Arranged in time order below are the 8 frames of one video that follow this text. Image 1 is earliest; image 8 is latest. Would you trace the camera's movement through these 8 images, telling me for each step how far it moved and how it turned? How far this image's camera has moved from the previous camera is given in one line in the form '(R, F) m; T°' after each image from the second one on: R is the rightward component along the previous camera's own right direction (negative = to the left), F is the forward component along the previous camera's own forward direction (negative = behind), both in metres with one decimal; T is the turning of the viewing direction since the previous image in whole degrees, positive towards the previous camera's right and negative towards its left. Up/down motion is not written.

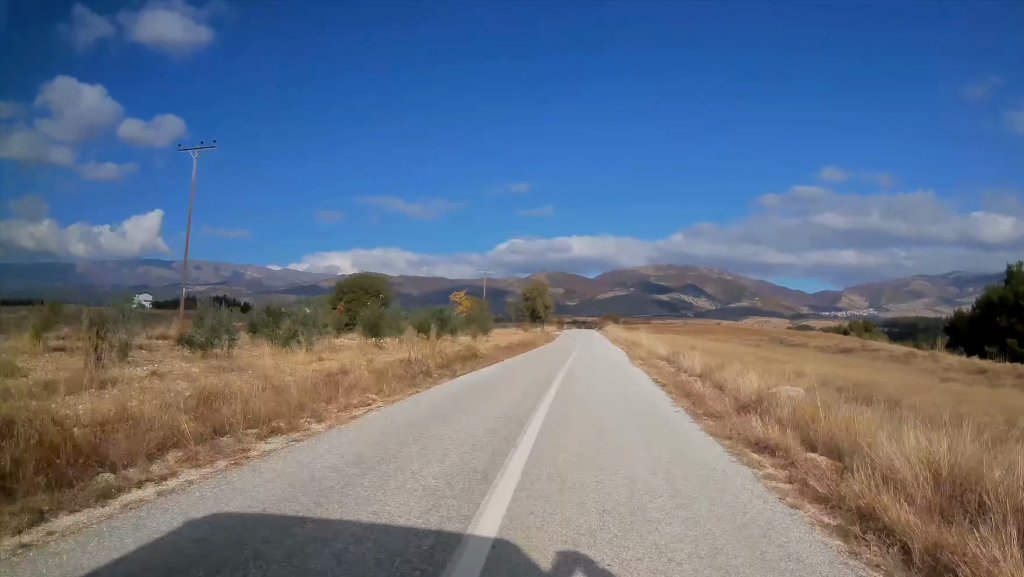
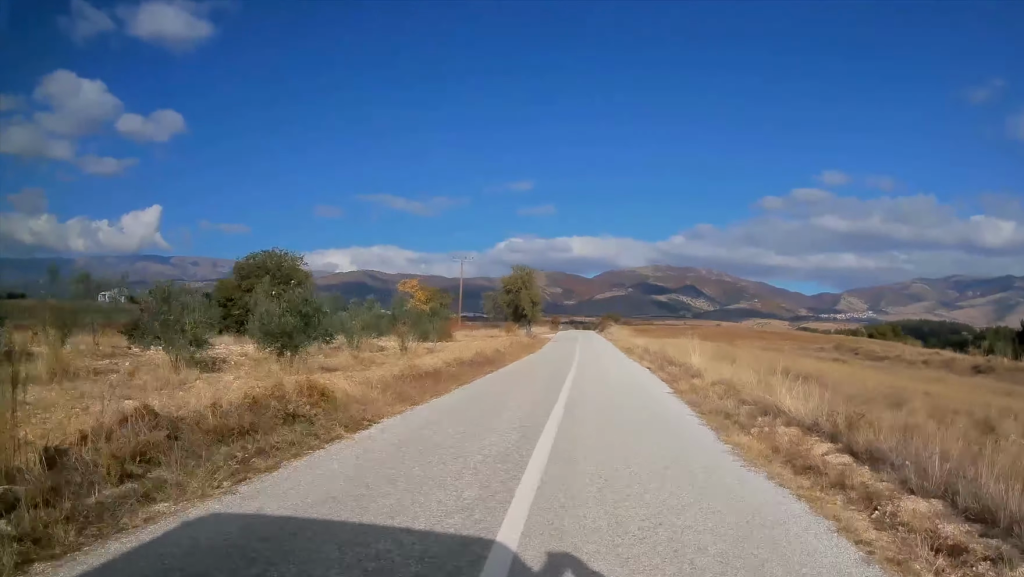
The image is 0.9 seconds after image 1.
(0.0, +17.6) m; 0°
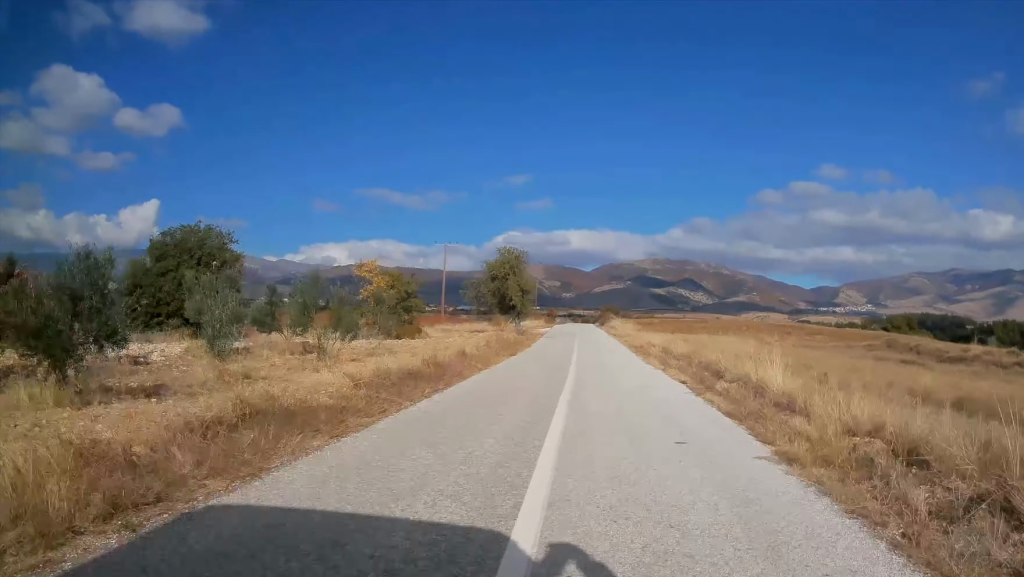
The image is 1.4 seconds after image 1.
(0.0, +8.7) m; 0°
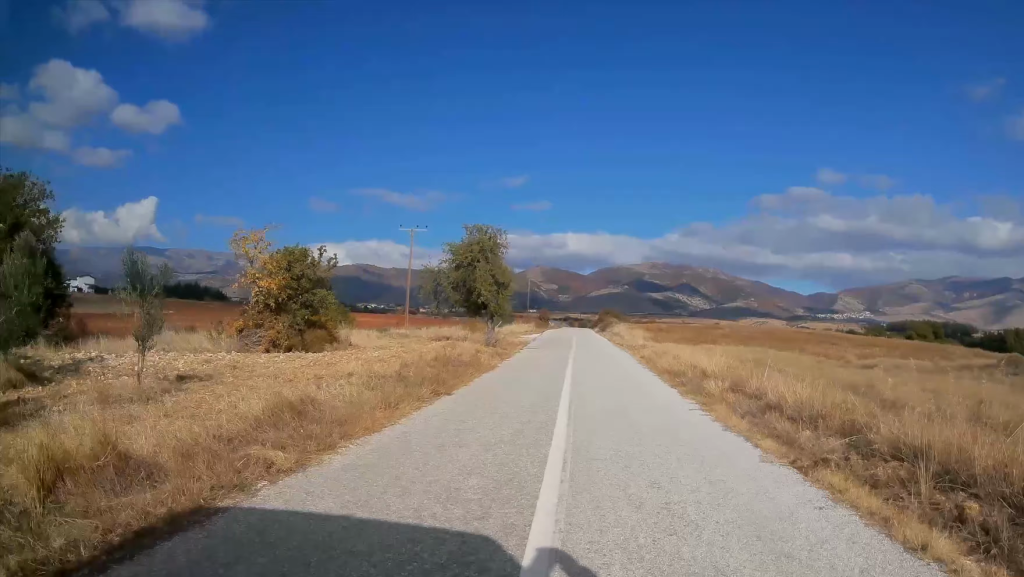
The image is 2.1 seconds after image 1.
(0.0, +13.1) m; 0°
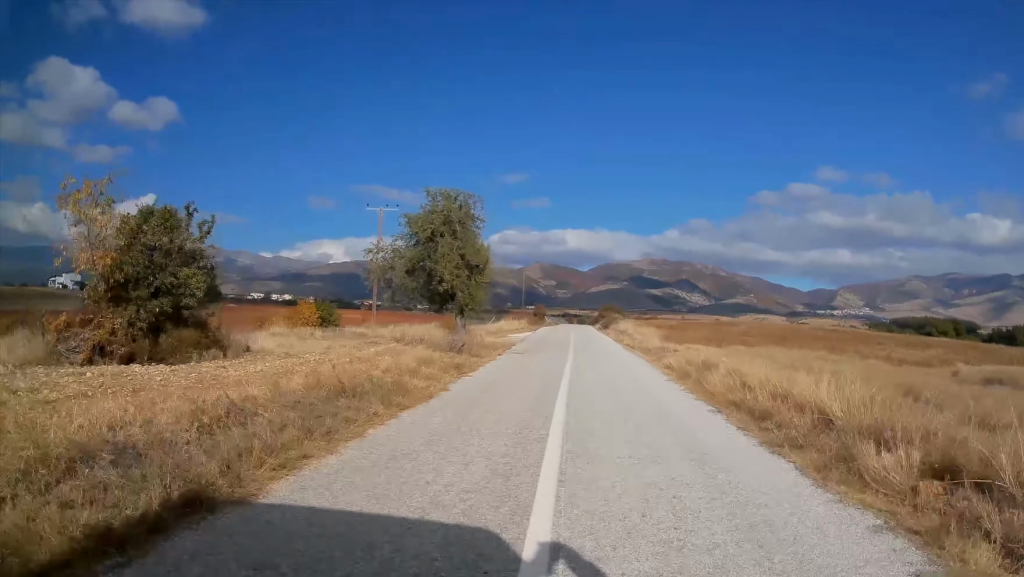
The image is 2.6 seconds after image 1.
(+0.1, +8.7) m; 0°
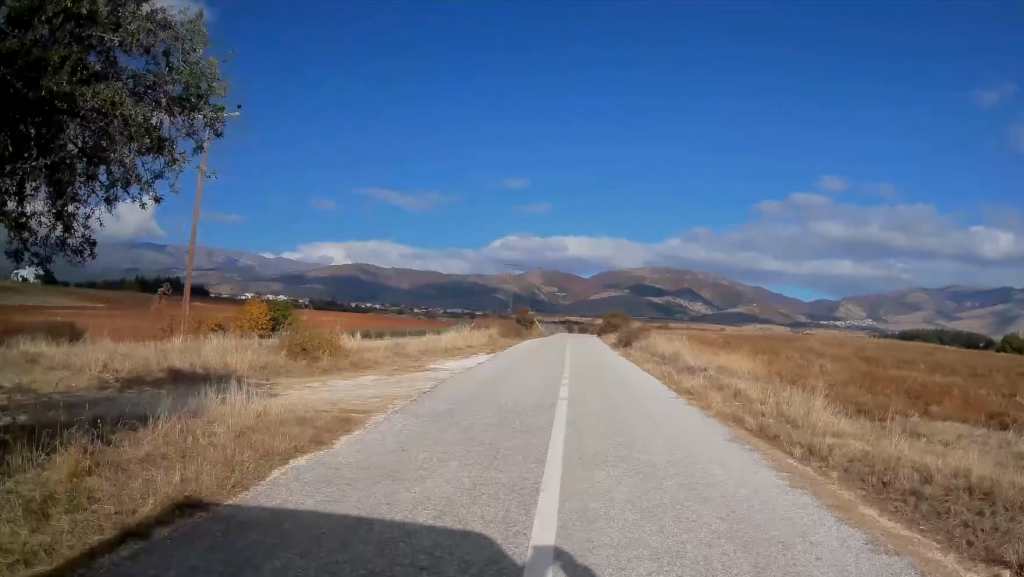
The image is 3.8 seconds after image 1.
(0.0, +23.6) m; 0°
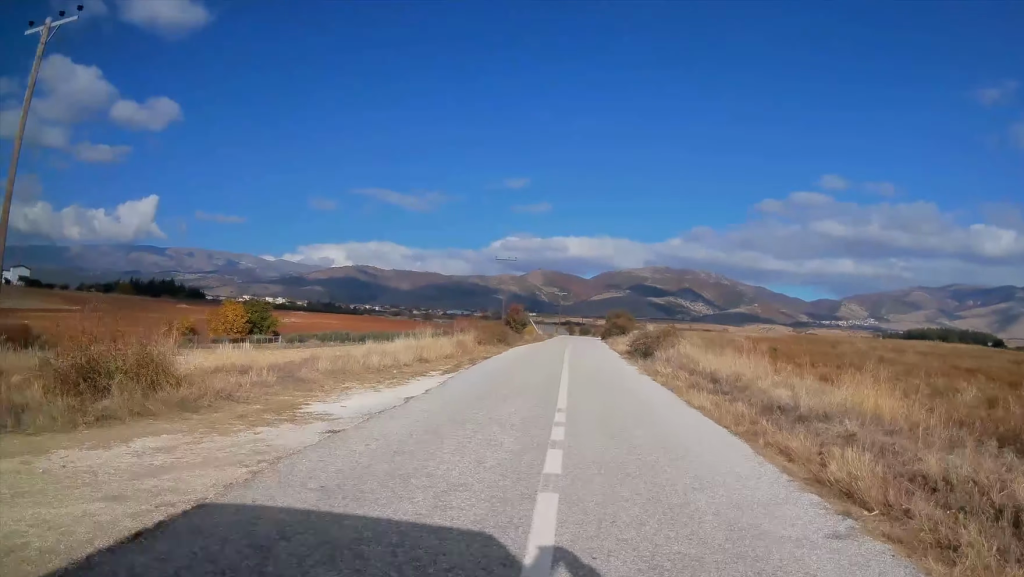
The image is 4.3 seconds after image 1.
(0.0, +9.3) m; 0°
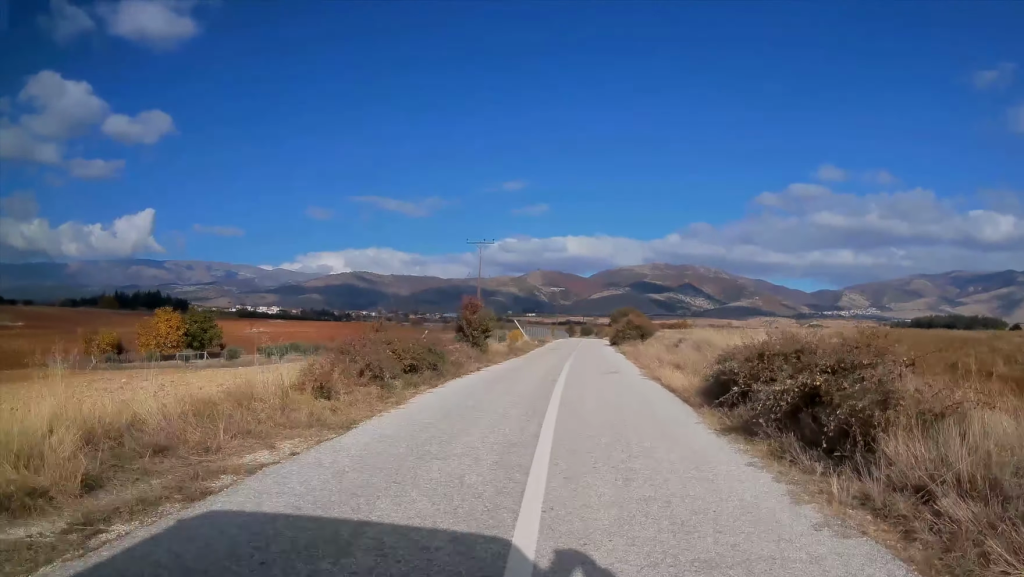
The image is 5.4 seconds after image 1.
(+0.1, +19.3) m; 0°
